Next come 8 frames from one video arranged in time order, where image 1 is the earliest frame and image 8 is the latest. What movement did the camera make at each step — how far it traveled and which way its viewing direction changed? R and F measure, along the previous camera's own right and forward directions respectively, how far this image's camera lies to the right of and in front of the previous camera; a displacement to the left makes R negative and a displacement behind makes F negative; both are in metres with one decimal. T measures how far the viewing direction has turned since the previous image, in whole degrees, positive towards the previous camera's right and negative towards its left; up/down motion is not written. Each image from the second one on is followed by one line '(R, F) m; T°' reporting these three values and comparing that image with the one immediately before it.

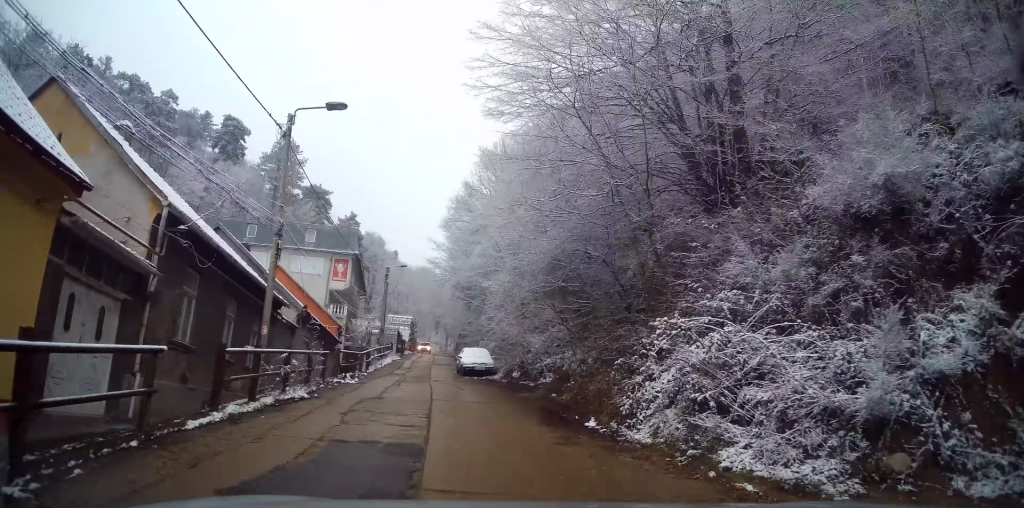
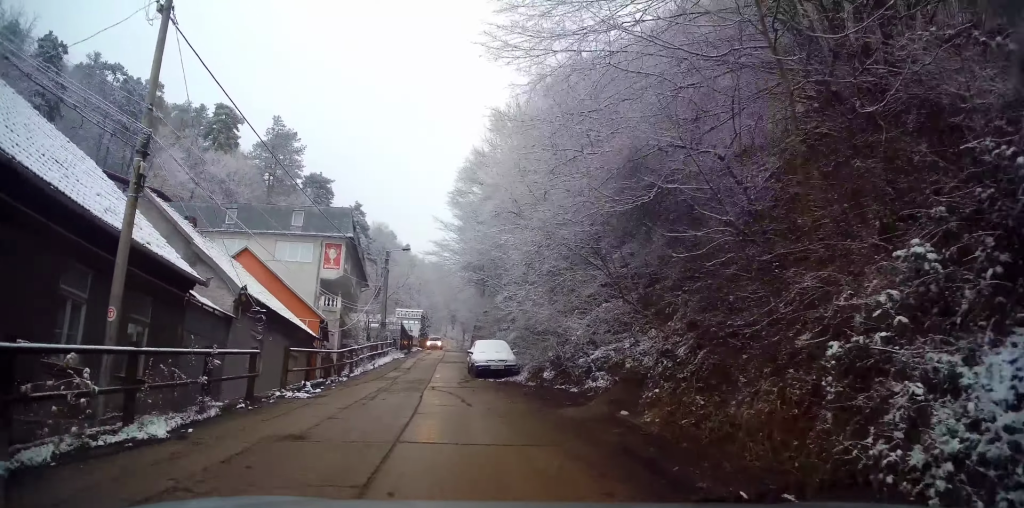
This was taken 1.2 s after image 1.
(+0.1, +6.6) m; 0°
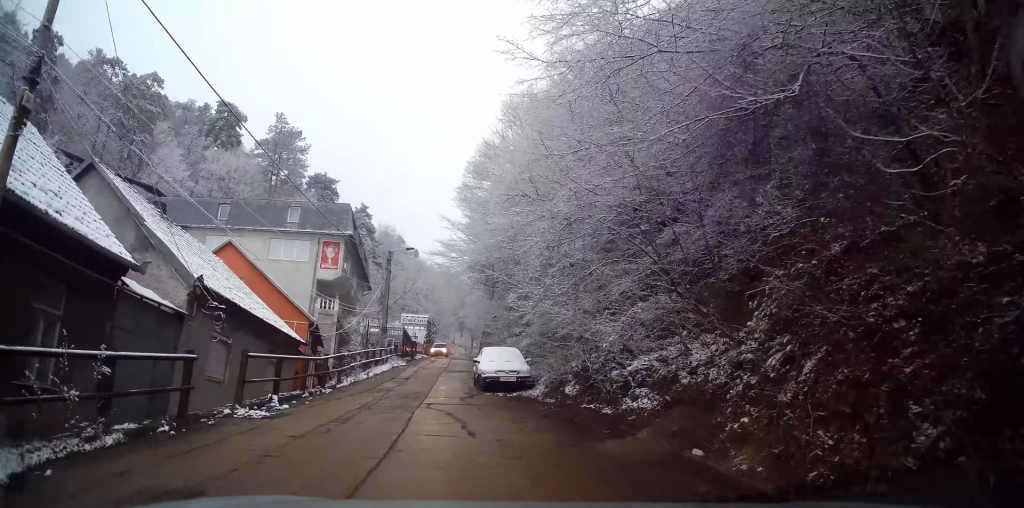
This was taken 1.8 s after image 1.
(-0.1, +3.3) m; -3°
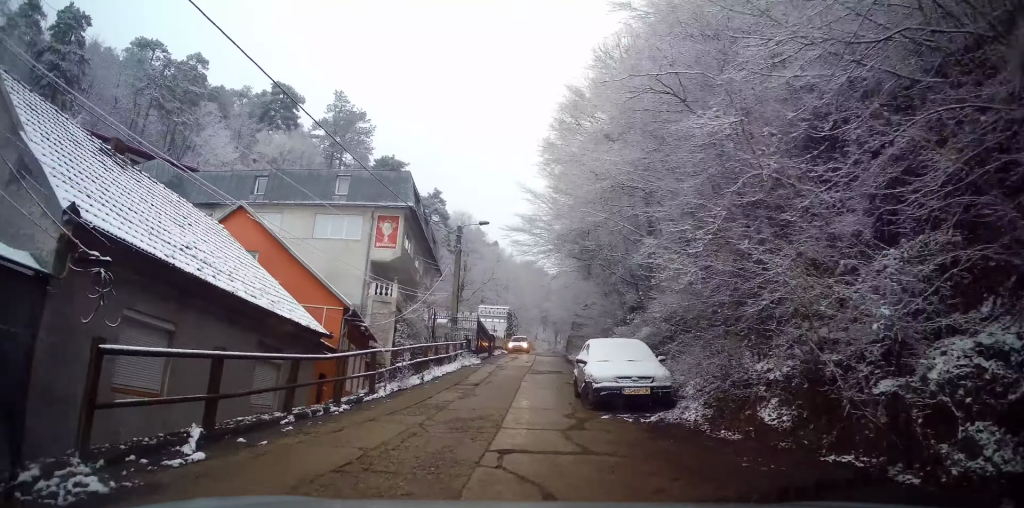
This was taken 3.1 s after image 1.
(-0.5, +6.8) m; -3°
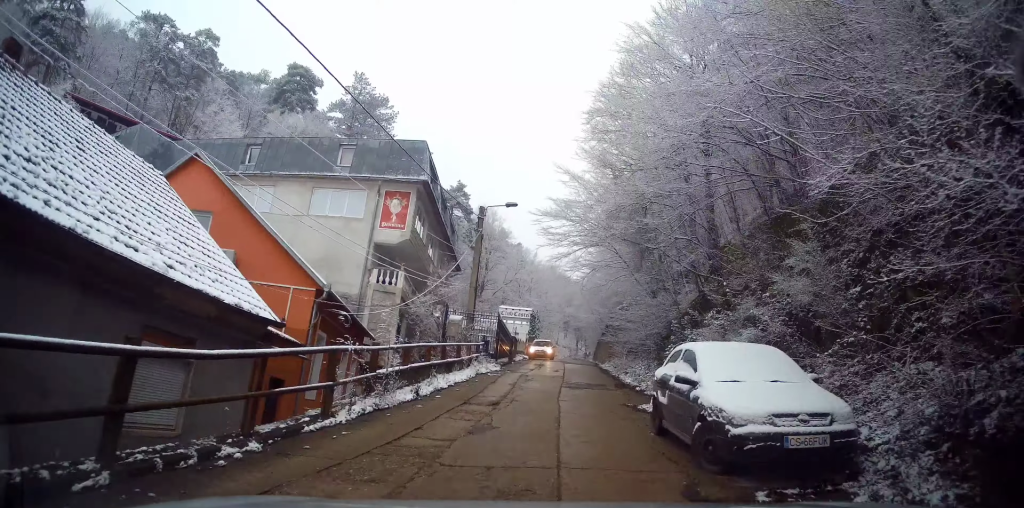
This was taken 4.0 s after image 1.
(+0.2, +4.8) m; 0°
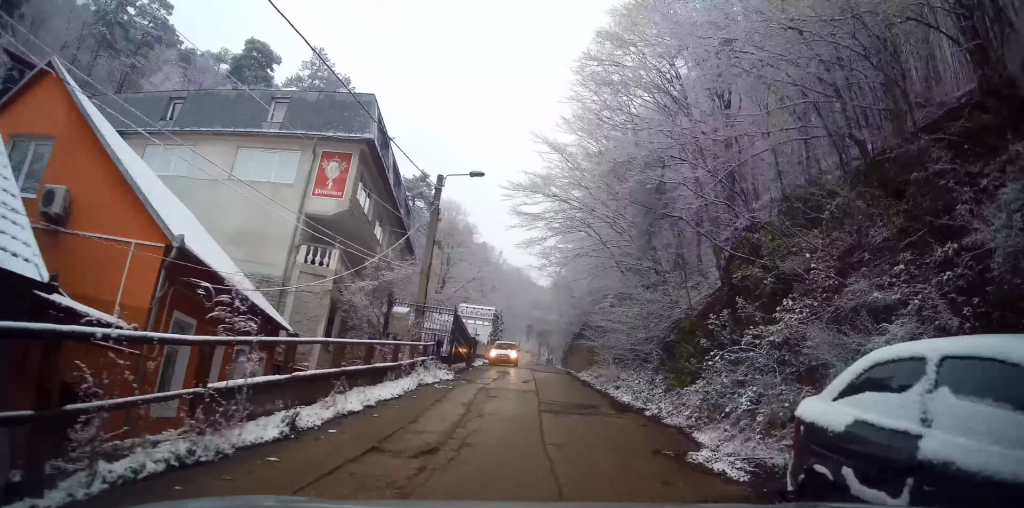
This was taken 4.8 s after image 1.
(-0.1, +4.9) m; +2°
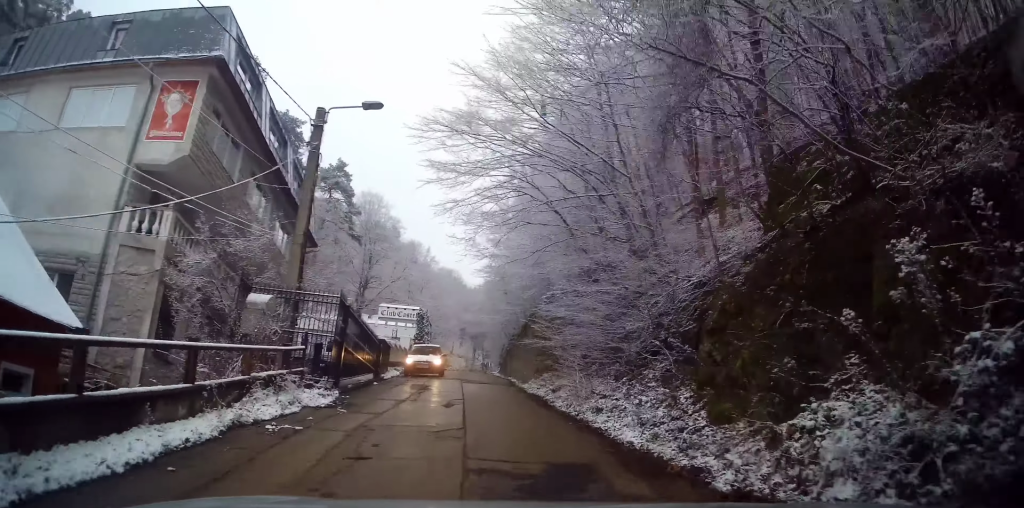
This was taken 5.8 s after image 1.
(+0.2, +6.5) m; +2°
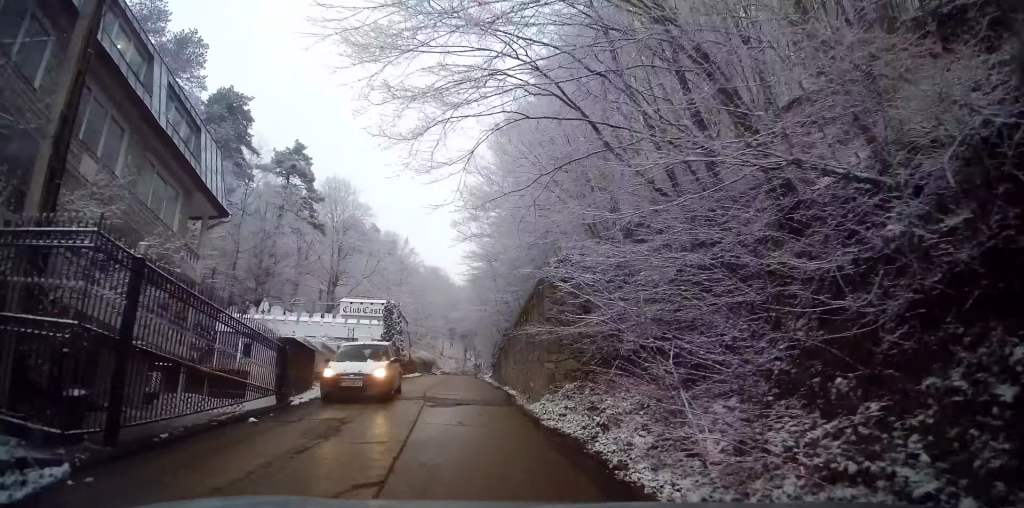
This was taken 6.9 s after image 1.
(+0.1, +8.3) m; +1°
